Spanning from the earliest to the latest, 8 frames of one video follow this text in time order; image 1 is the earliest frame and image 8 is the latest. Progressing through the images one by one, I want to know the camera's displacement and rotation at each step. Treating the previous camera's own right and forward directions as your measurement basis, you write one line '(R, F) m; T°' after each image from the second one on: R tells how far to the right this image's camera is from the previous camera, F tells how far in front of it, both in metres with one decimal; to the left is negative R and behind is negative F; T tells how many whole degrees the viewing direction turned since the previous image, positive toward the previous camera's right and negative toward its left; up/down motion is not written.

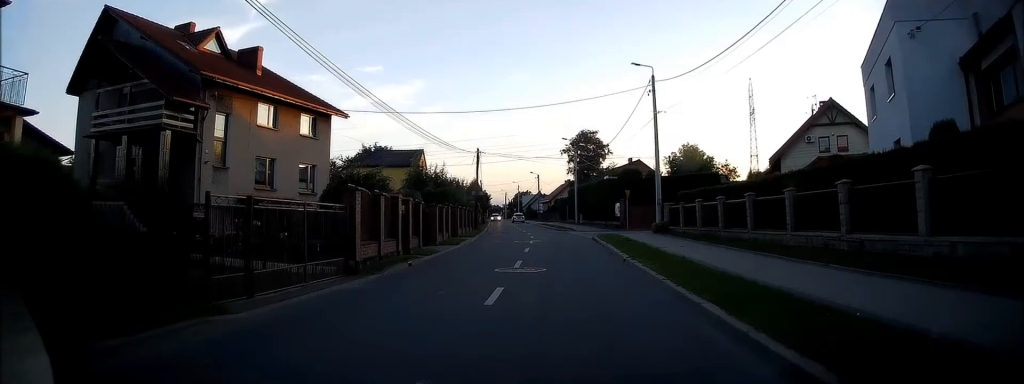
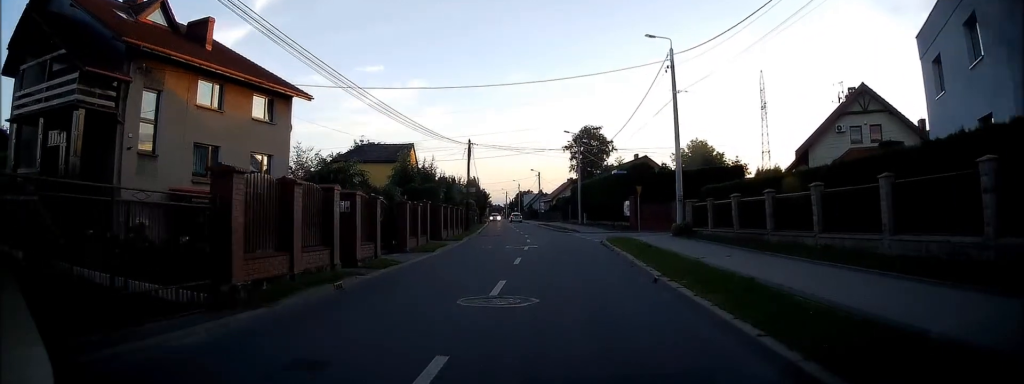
(-0.1, +5.2) m; +1°
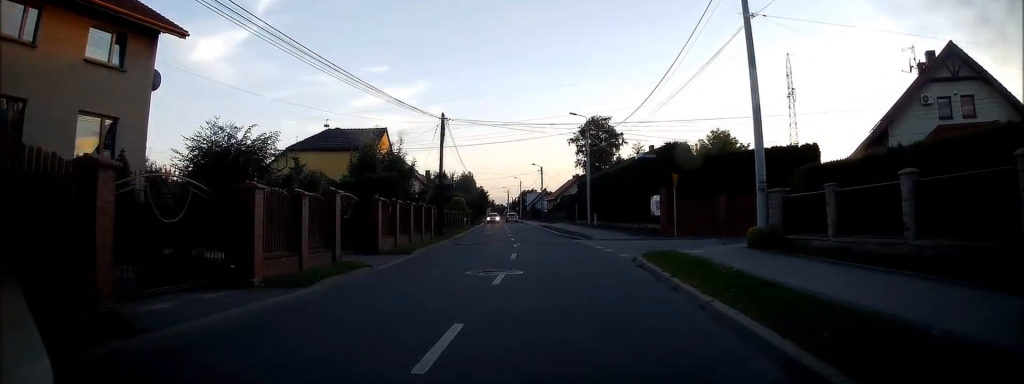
(+0.3, +10.6) m; -1°
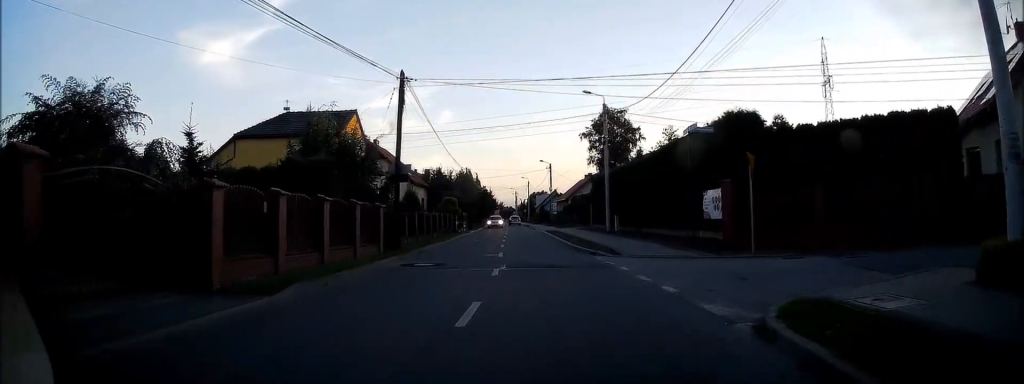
(-0.4, +9.7) m; -3°
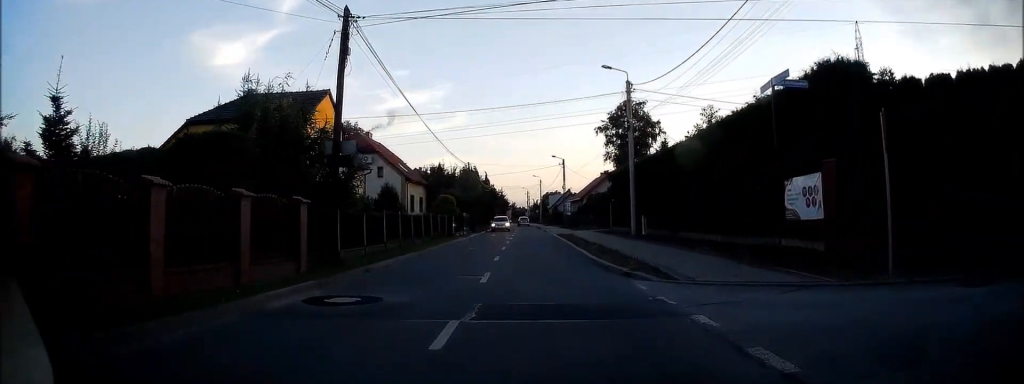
(0.0, +7.0) m; -1°
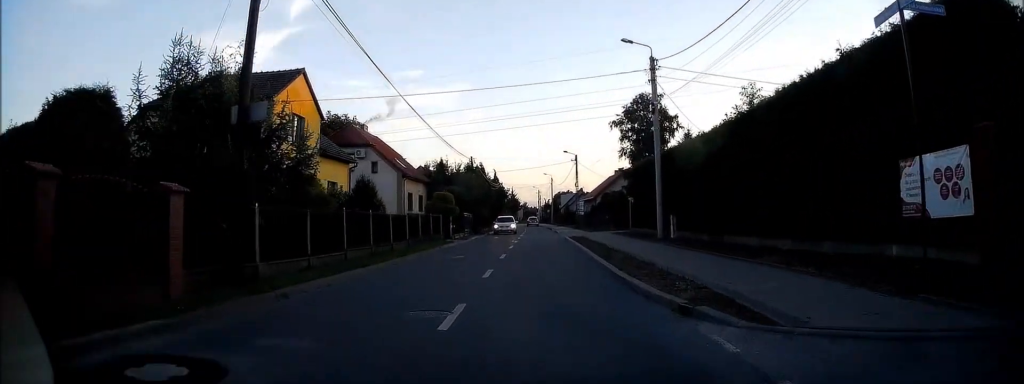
(0.0, +5.0) m; 0°
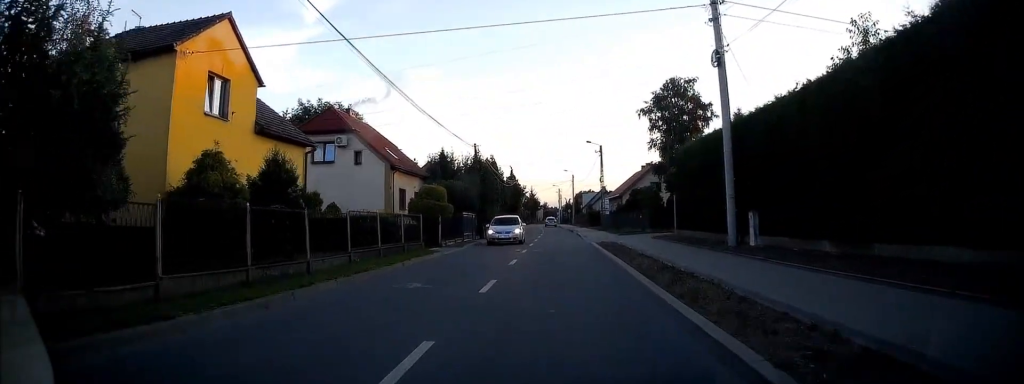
(-0.1, +8.7) m; 0°
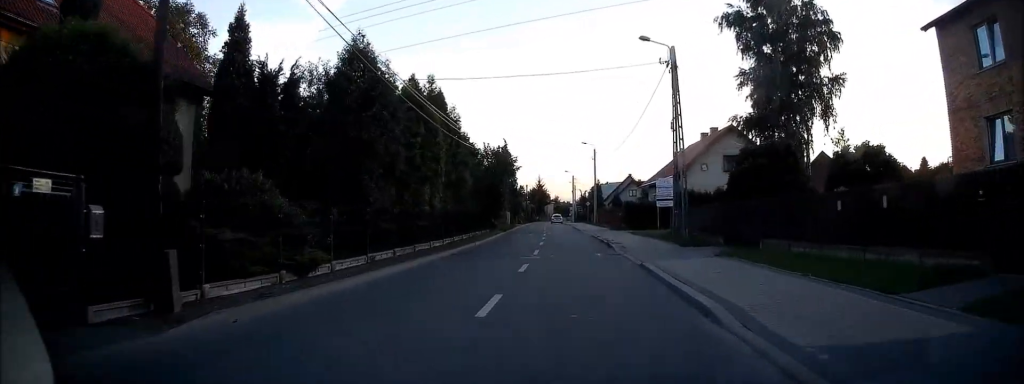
(-1.5, +32.6) m; -2°
